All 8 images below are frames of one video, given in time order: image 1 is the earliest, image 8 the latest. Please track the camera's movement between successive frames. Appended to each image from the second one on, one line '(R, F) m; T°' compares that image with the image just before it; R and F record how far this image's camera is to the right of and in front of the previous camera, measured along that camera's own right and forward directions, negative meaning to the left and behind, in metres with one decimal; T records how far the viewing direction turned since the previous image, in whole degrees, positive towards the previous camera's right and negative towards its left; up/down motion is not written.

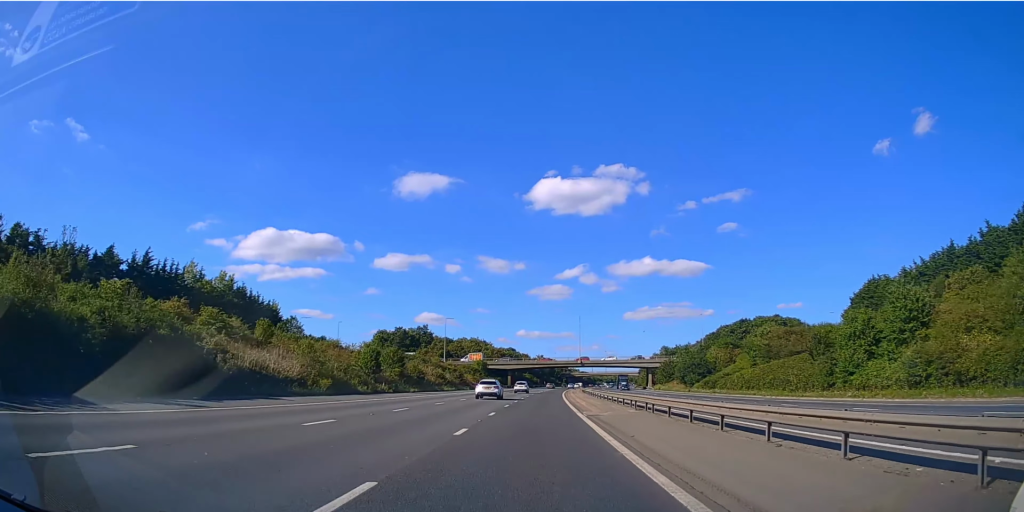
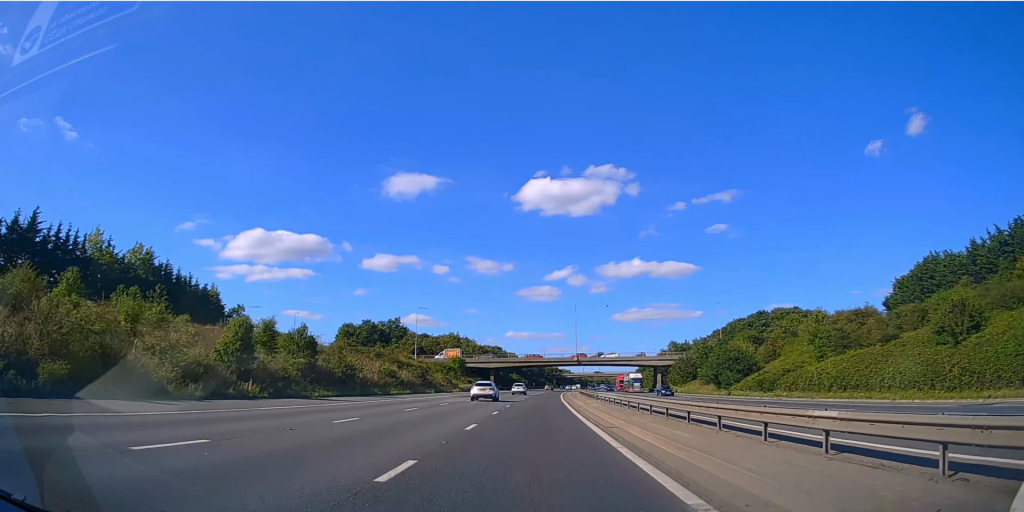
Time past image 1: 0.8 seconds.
(+0.2, +24.3) m; +1°
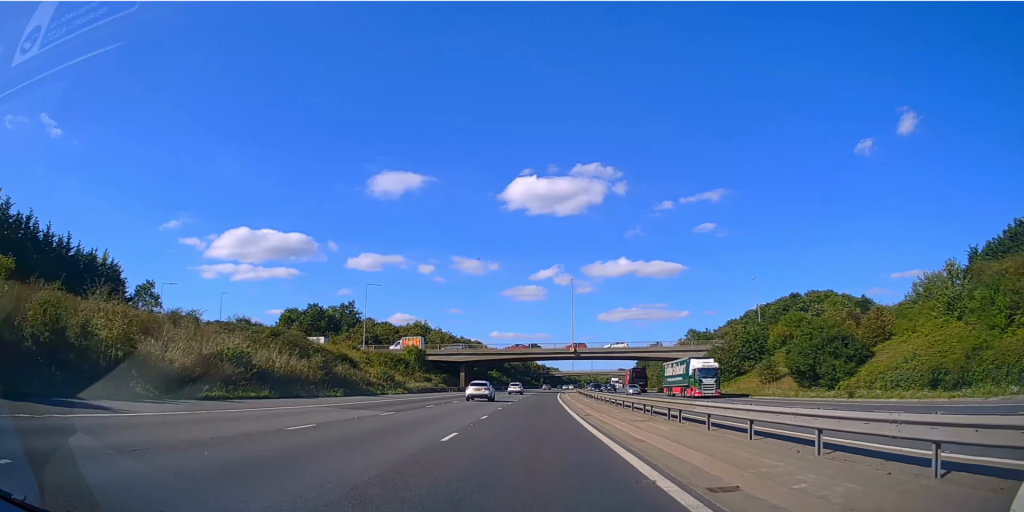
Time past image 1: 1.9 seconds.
(+0.3, +32.0) m; +1°
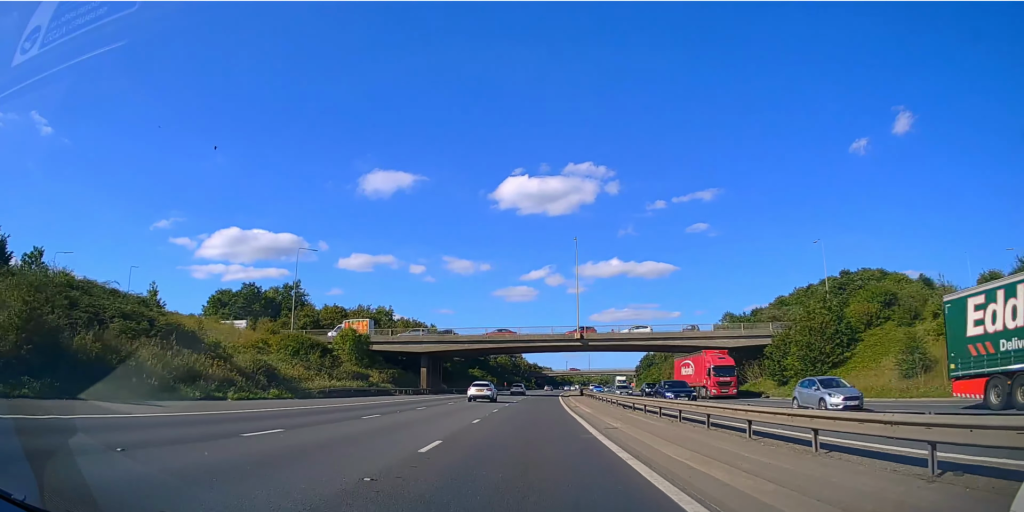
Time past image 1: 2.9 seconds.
(+0.3, +29.1) m; +1°
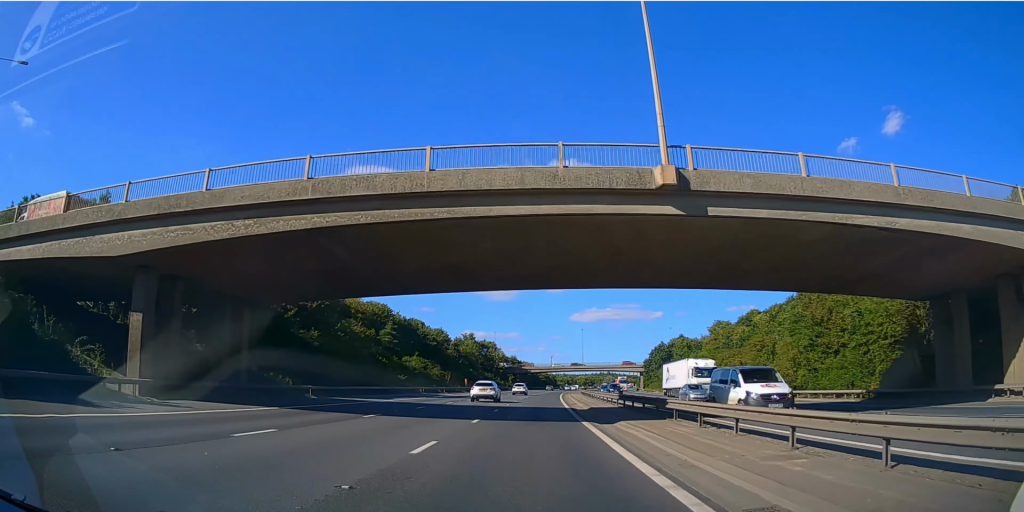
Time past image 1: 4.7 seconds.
(+0.6, +52.8) m; +2°
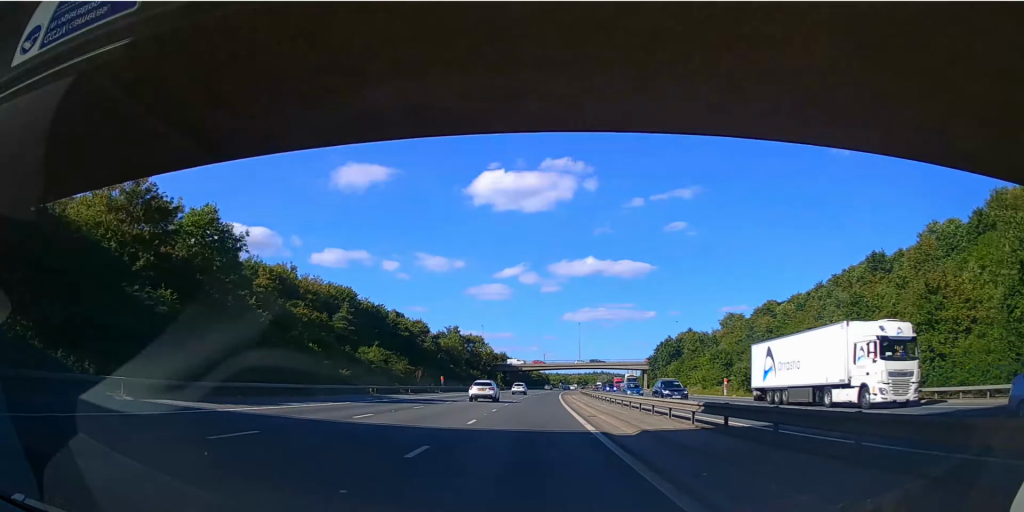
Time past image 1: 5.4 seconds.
(+0.2, +18.7) m; +1°
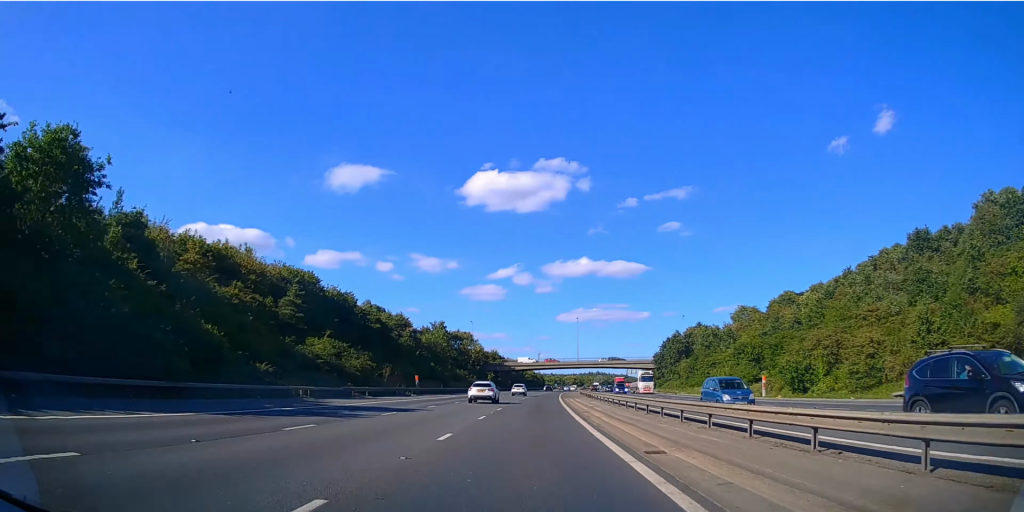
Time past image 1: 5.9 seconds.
(0.0, +14.7) m; +1°
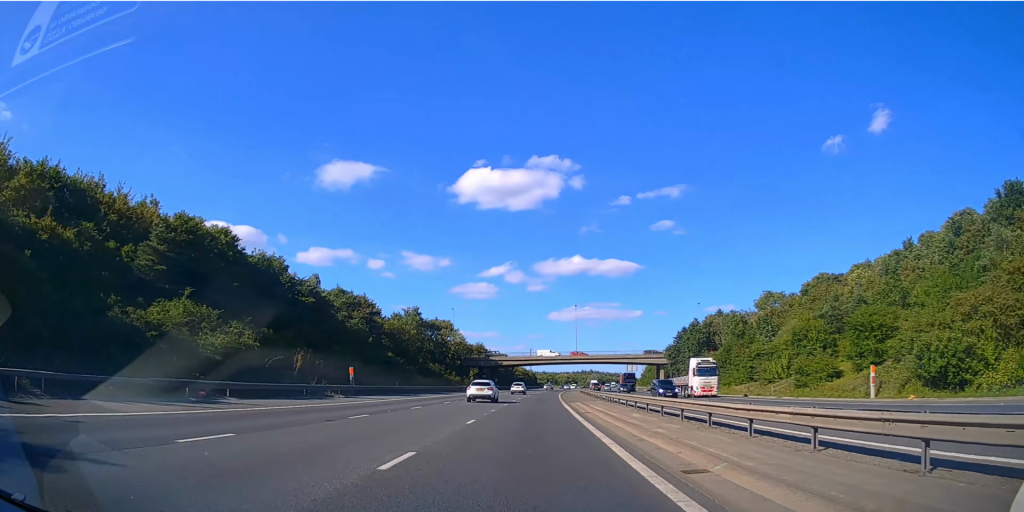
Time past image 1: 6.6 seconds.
(+0.2, +22.7) m; +1°
